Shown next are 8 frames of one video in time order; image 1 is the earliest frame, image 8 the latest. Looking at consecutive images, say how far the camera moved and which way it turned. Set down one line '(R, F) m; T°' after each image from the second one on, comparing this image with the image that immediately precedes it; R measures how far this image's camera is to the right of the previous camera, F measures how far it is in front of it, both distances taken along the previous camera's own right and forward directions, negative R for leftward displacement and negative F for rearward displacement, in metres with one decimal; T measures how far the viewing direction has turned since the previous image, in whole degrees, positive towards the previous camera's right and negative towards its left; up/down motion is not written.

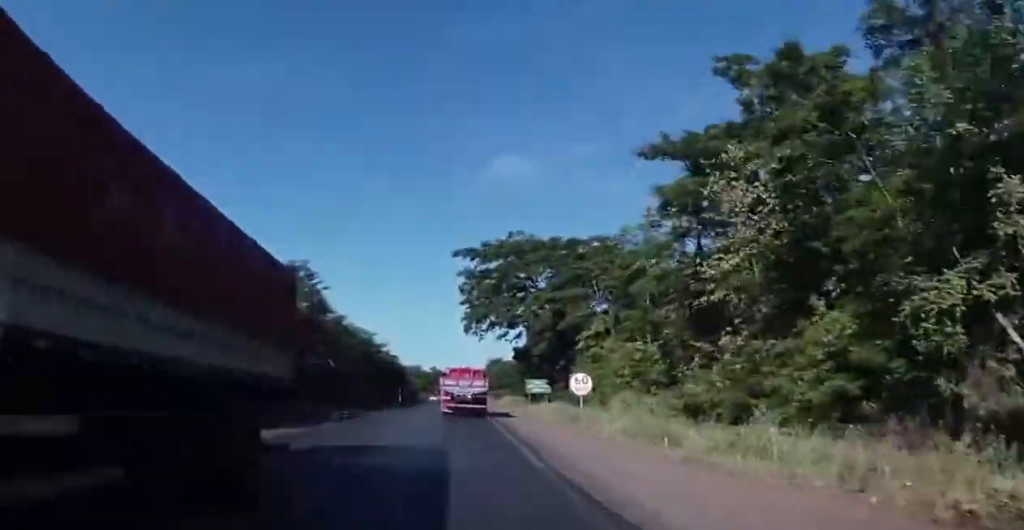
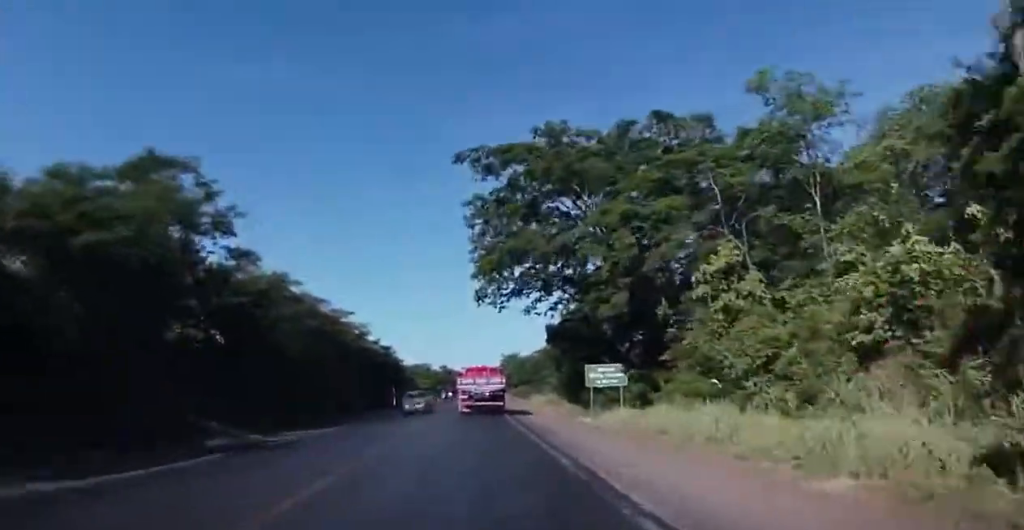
(-0.4, +23.6) m; 0°
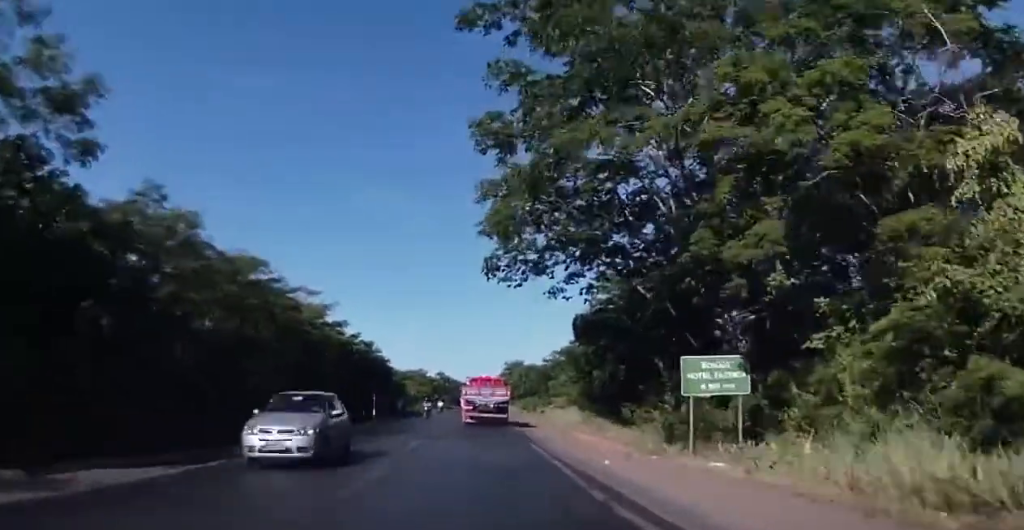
(+0.4, +15.0) m; 0°
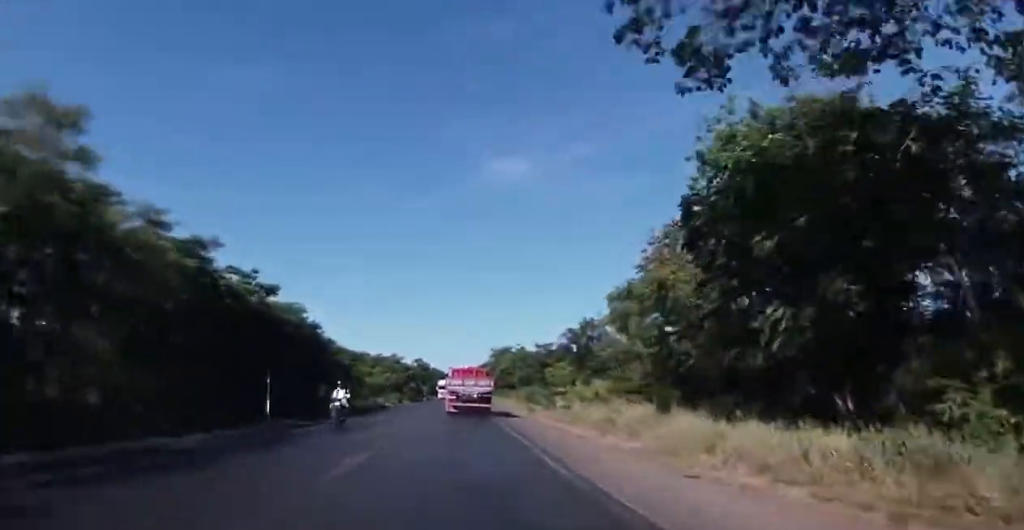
(-0.4, +27.7) m; 0°
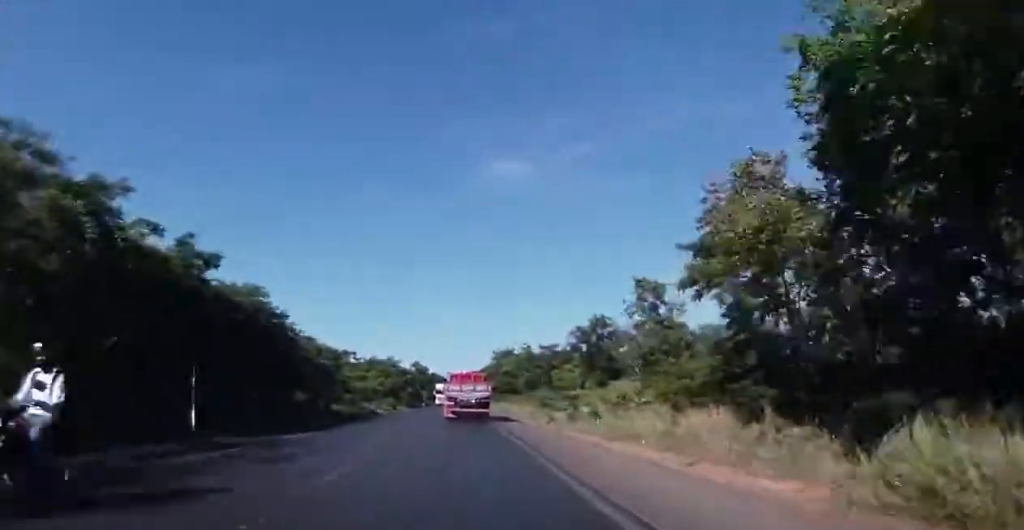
(+0.2, +9.2) m; +1°
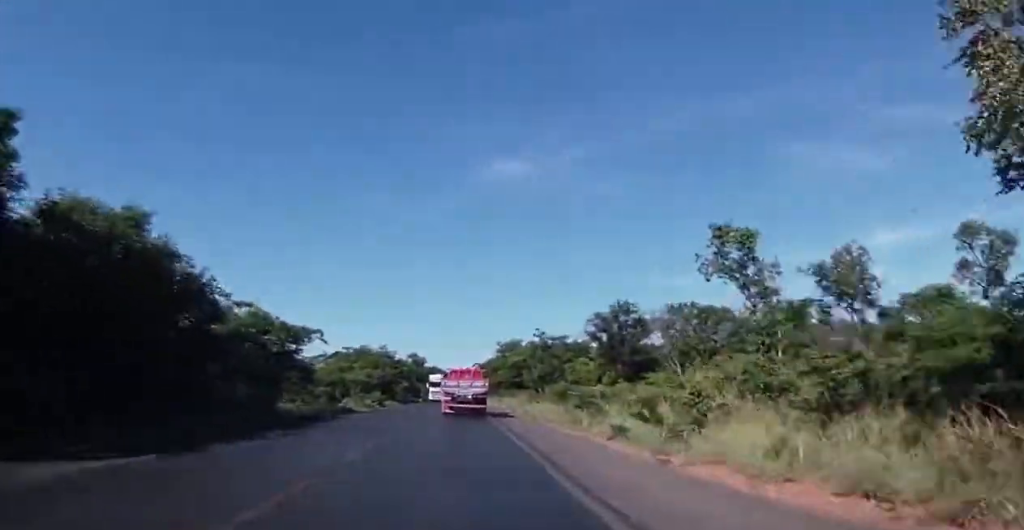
(+0.1, +14.8) m; 0°
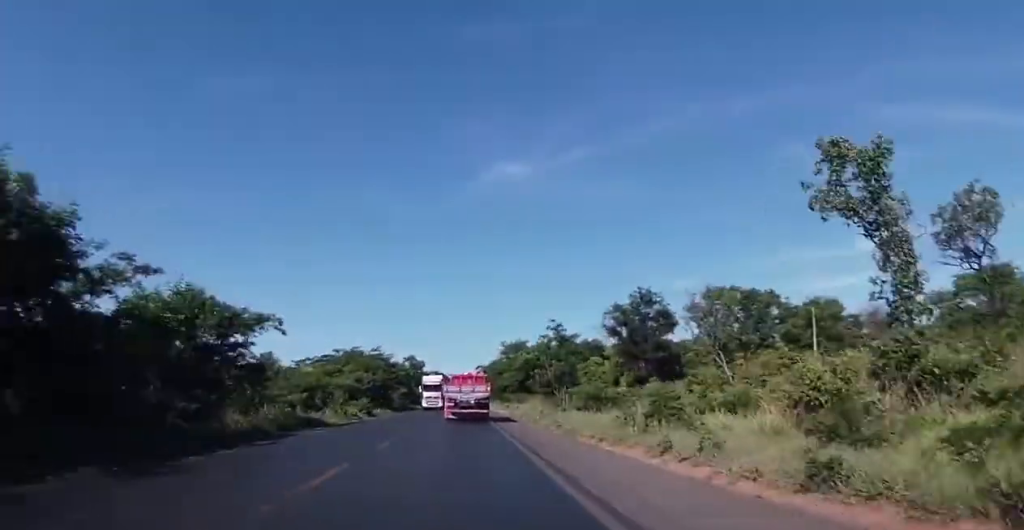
(+0.1, +11.3) m; -1°
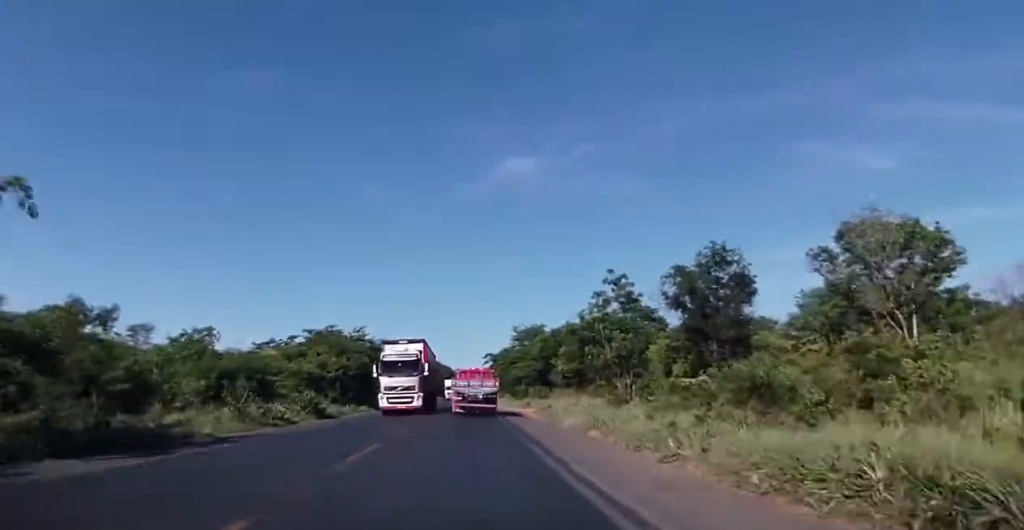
(-0.5, +23.3) m; 0°
